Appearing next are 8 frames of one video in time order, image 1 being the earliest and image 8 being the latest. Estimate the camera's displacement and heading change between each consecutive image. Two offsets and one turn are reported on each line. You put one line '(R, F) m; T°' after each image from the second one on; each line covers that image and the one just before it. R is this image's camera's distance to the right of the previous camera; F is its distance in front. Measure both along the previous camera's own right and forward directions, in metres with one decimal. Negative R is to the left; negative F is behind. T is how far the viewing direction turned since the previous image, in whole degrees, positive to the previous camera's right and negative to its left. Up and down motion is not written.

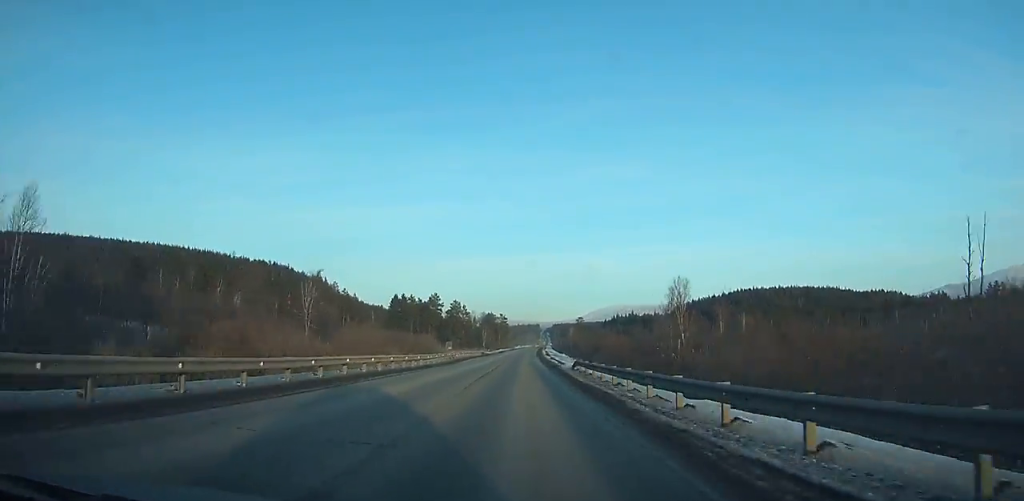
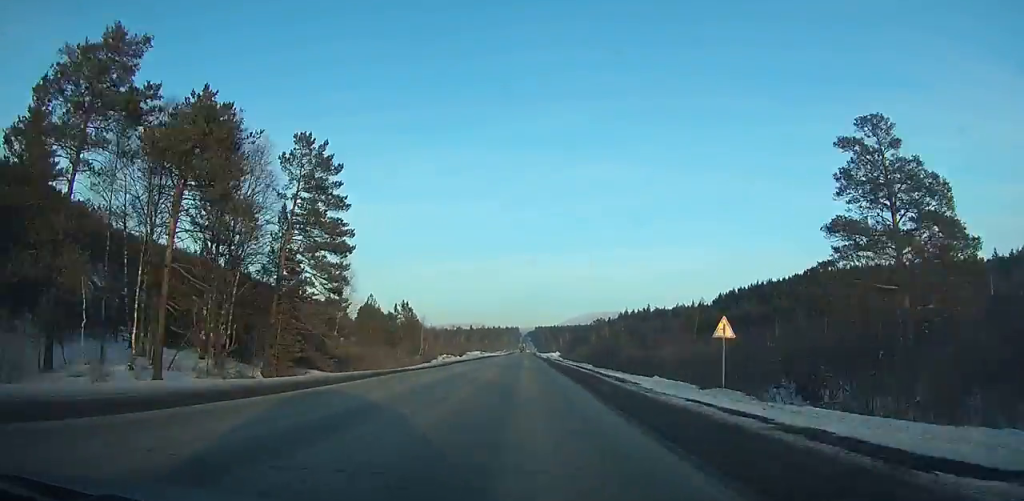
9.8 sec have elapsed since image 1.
(+5.4, +252.5) m; +2°
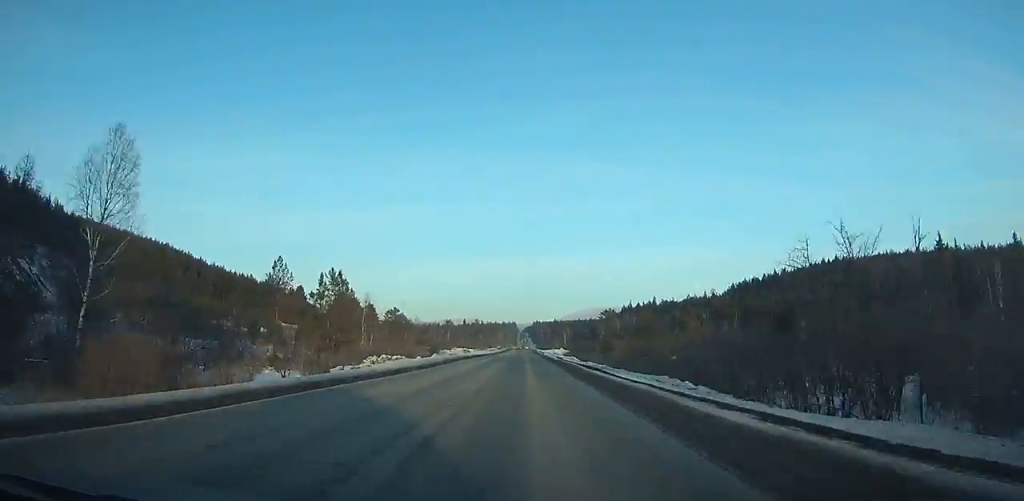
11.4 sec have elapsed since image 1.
(+0.2, +39.1) m; 0°
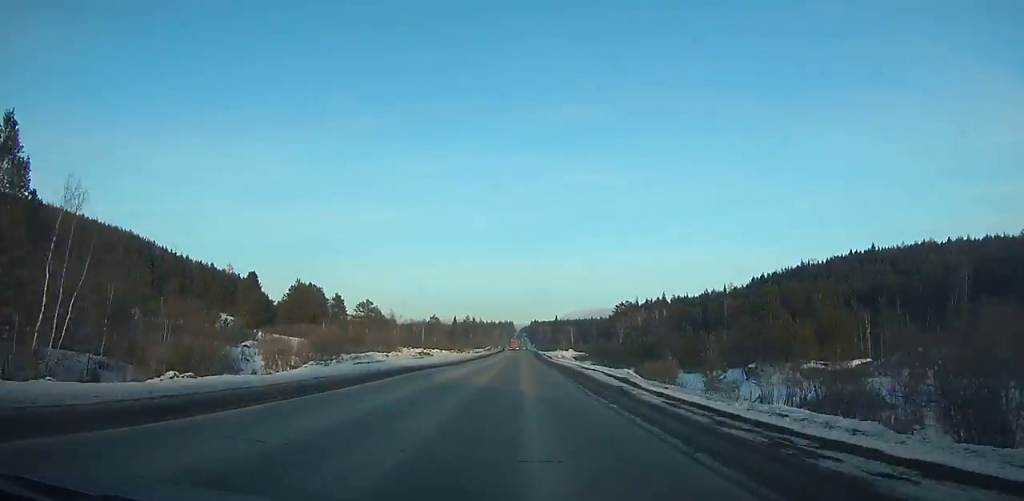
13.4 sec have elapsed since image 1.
(+0.2, +48.7) m; 0°
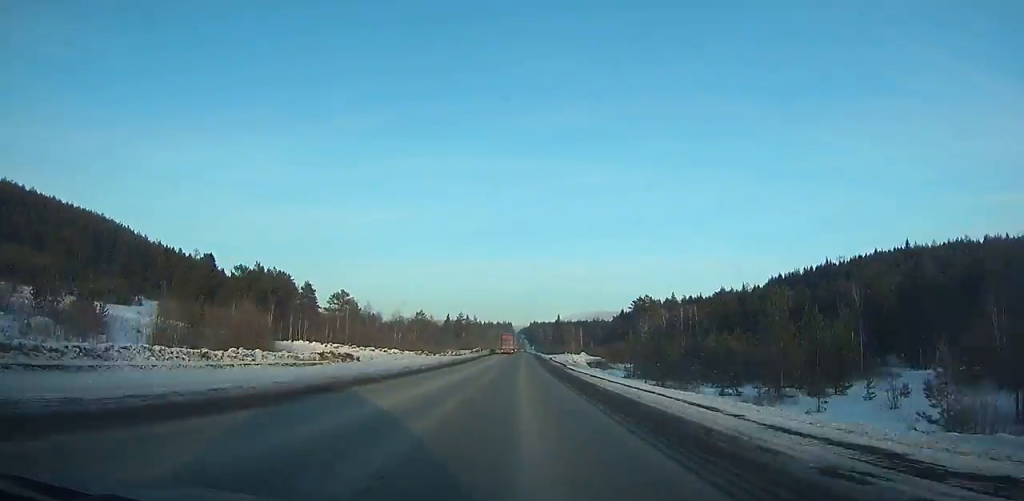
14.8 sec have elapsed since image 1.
(+0.3, +33.8) m; 0°
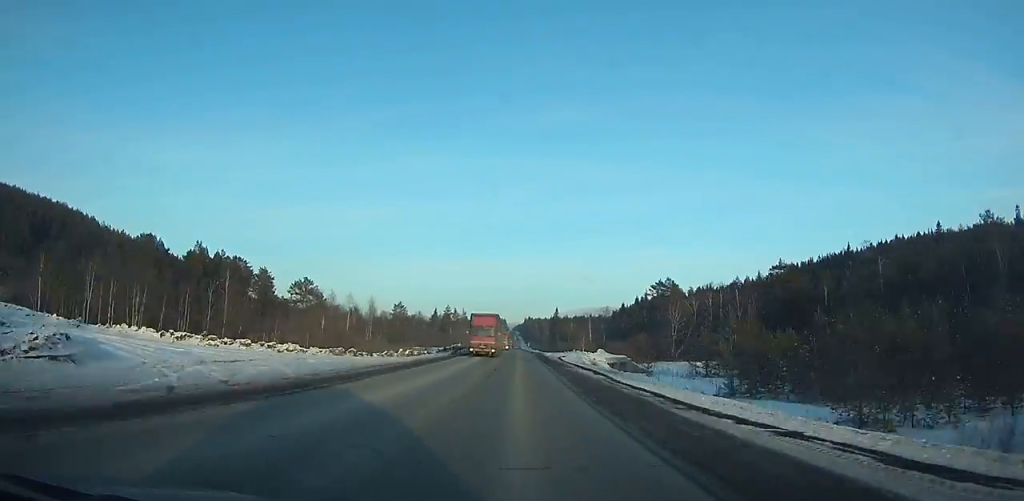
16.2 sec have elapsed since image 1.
(+0.1, +33.7) m; 0°
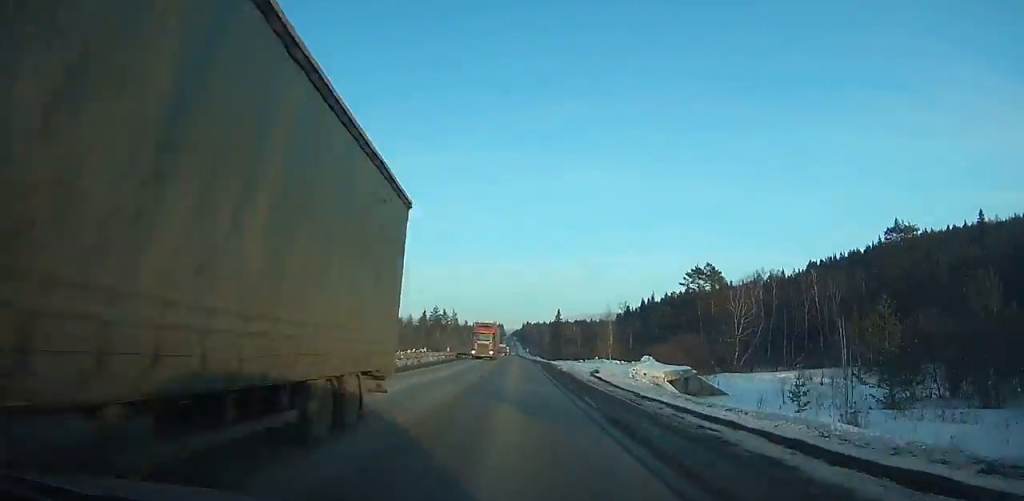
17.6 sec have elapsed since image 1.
(0.0, +33.6) m; 0°
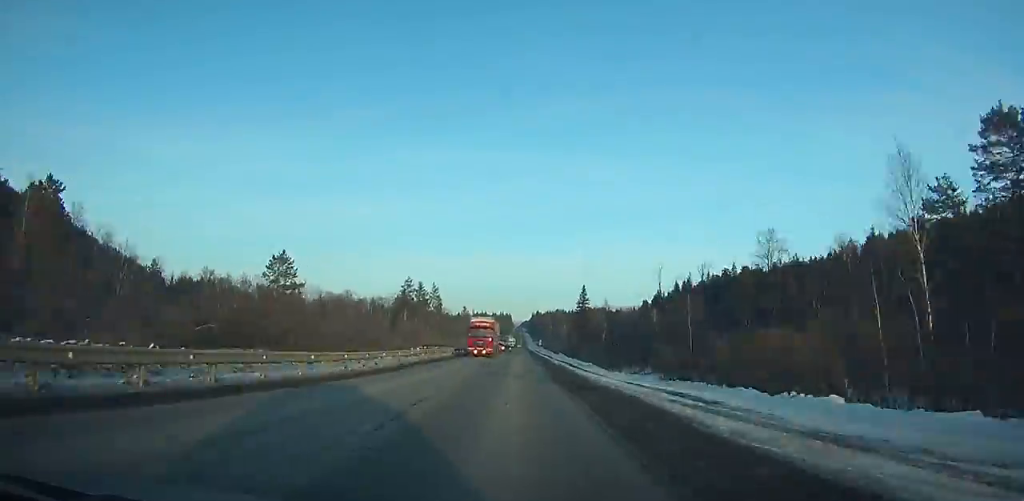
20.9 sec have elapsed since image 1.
(-0.4, +78.8) m; 0°
